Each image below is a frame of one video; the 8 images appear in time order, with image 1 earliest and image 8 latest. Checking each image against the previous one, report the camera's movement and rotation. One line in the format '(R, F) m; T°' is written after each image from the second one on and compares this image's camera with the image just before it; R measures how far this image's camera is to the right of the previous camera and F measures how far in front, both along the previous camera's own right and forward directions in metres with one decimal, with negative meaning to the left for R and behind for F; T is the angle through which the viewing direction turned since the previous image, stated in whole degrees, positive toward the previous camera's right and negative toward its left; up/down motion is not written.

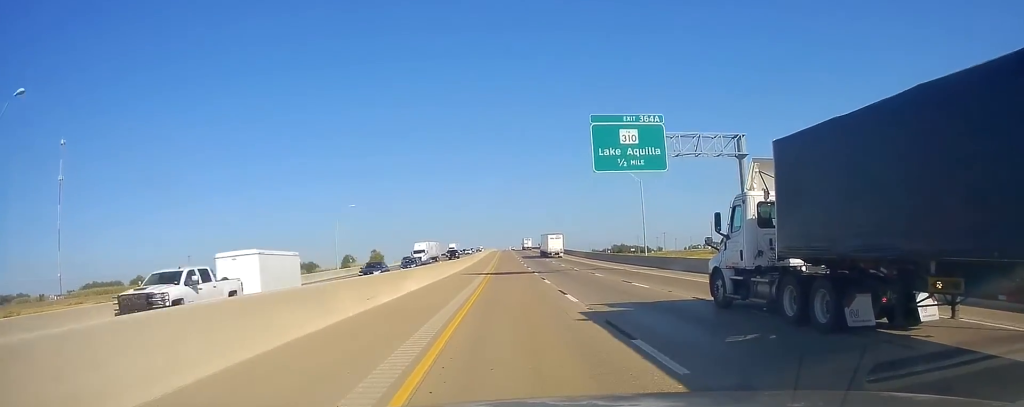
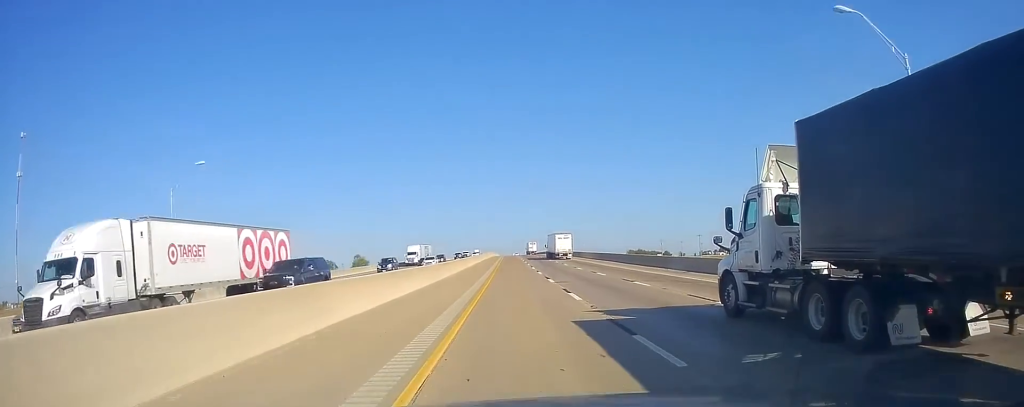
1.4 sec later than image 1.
(+0.2, +47.9) m; +1°
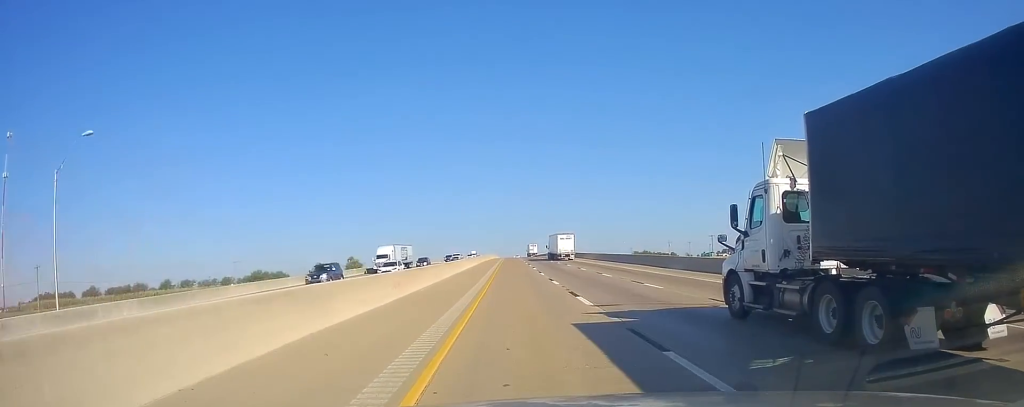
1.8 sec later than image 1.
(0.0, +14.2) m; 0°
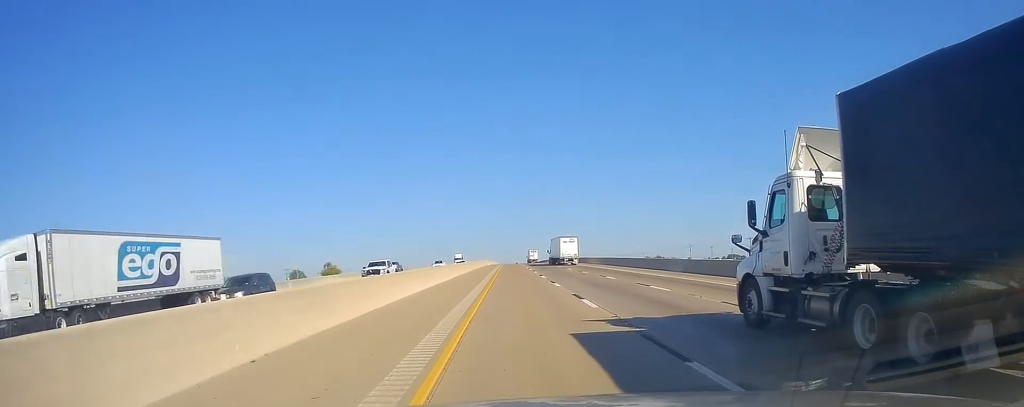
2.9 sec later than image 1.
(+0.5, +37.3) m; -1°
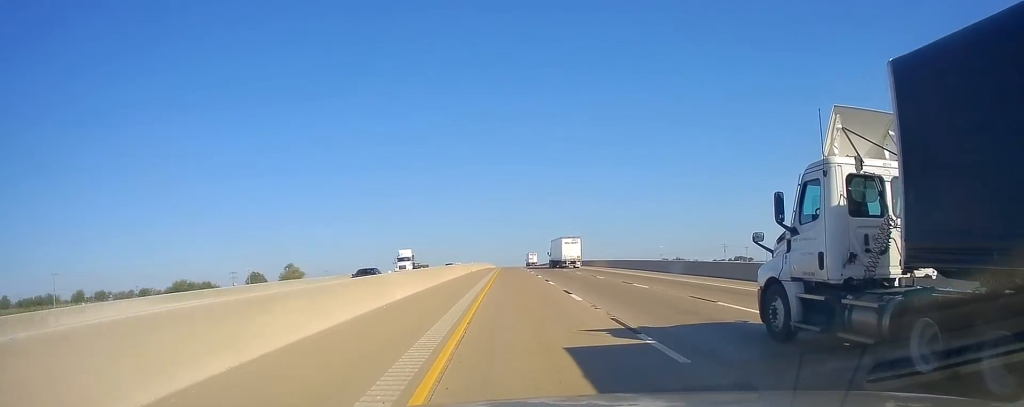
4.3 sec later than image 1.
(-0.9, +45.6) m; 0°
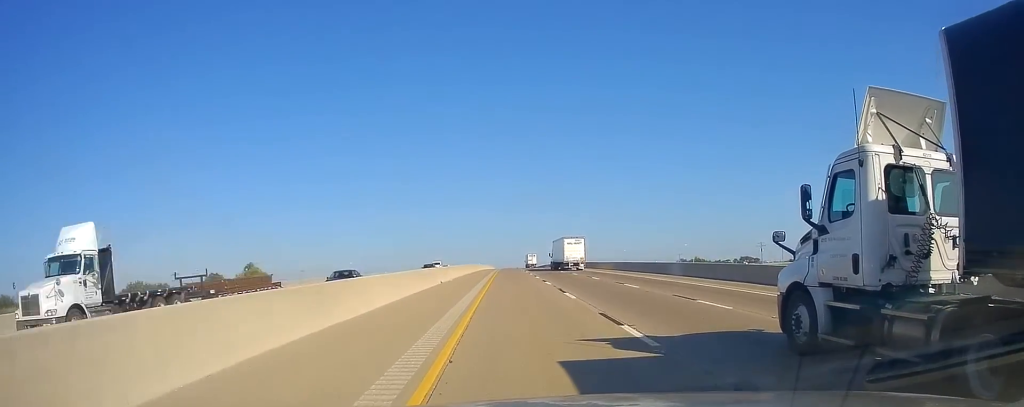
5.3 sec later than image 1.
(+0.5, +34.8) m; 0°
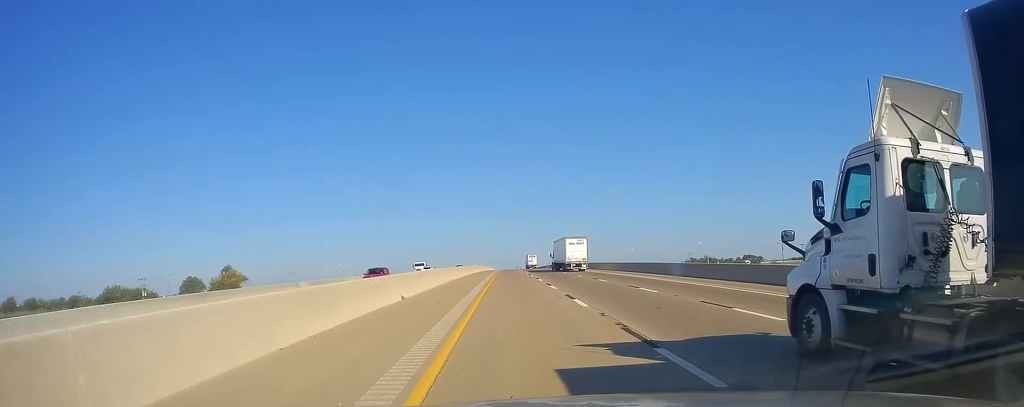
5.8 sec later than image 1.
(+0.2, +15.6) m; 0°
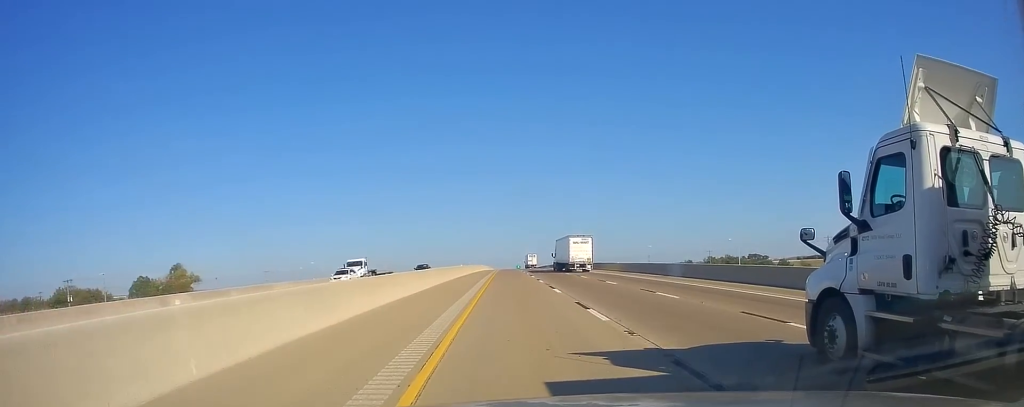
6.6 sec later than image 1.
(-0.7, +27.8) m; -1°
